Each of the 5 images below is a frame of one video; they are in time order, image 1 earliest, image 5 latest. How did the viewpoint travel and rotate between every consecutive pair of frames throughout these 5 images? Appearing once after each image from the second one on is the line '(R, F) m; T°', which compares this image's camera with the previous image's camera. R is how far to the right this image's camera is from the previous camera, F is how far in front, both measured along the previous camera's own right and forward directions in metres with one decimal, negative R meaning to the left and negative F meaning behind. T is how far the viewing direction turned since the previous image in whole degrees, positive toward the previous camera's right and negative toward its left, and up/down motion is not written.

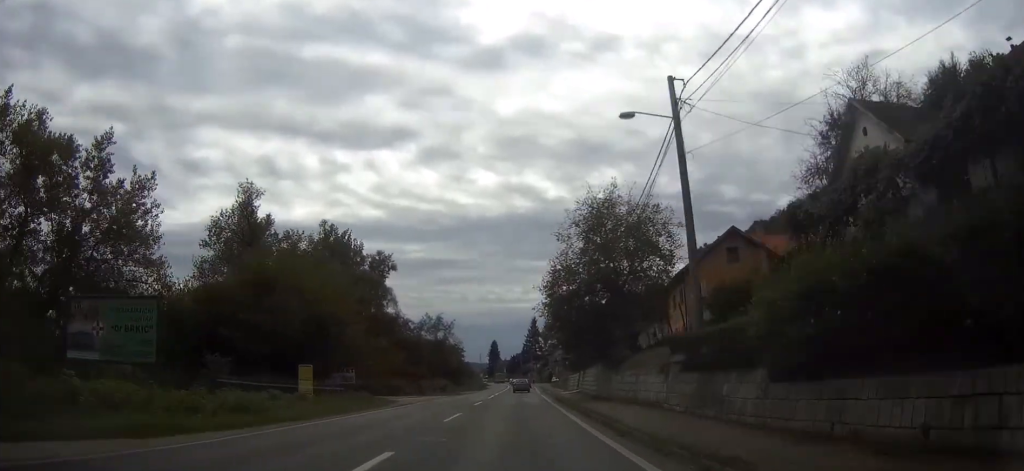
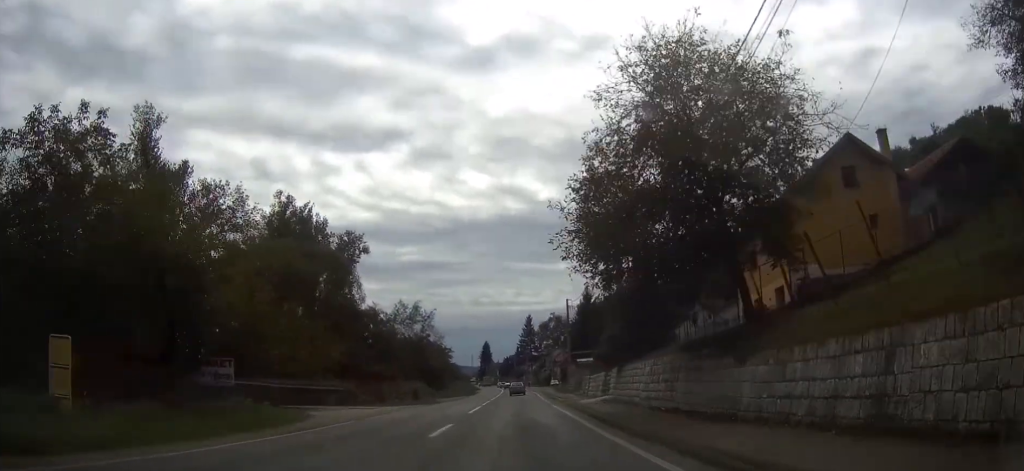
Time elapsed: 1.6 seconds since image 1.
(+0.2, +19.8) m; +1°
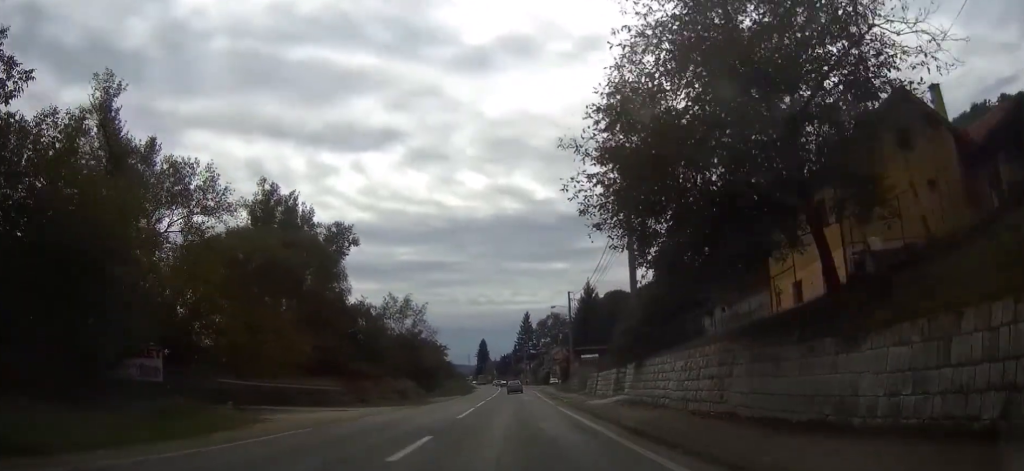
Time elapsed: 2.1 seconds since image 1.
(0.0, +5.7) m; 0°
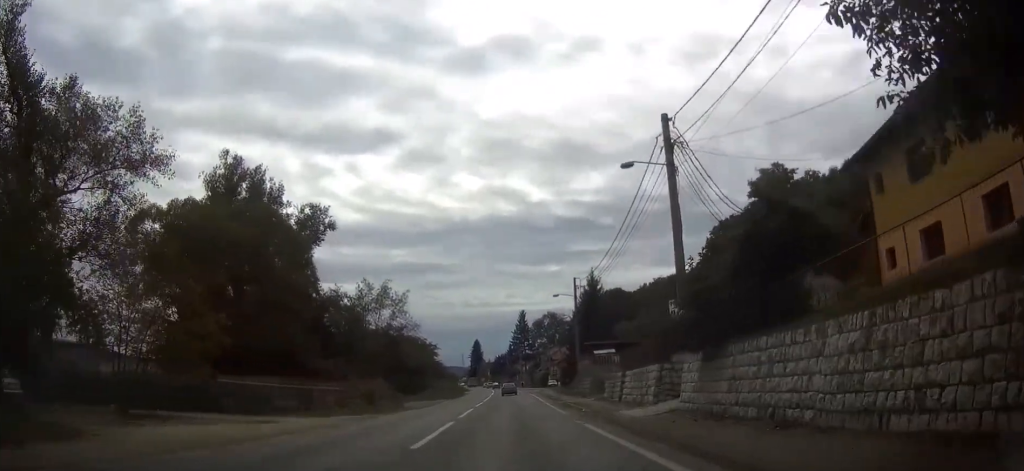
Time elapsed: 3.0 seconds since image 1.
(0.0, +11.5) m; 0°
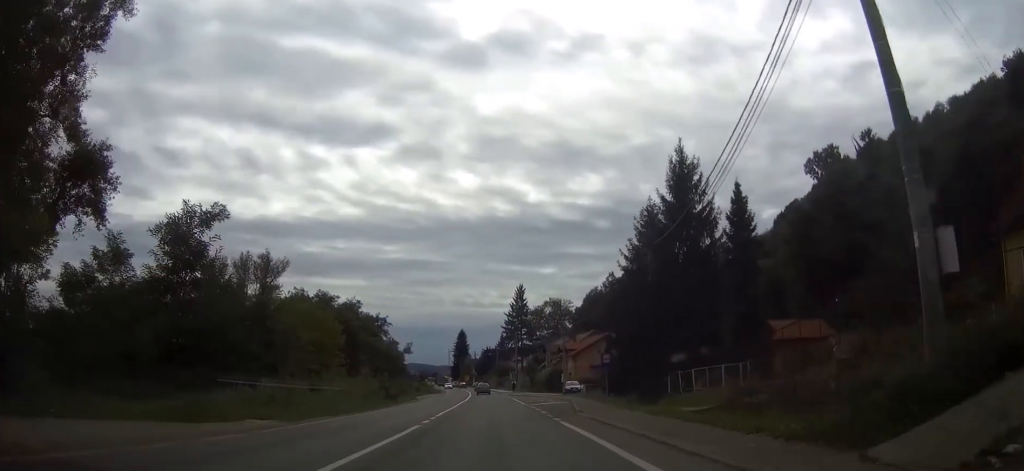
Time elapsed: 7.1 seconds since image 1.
(+1.1, +54.8) m; +1°
